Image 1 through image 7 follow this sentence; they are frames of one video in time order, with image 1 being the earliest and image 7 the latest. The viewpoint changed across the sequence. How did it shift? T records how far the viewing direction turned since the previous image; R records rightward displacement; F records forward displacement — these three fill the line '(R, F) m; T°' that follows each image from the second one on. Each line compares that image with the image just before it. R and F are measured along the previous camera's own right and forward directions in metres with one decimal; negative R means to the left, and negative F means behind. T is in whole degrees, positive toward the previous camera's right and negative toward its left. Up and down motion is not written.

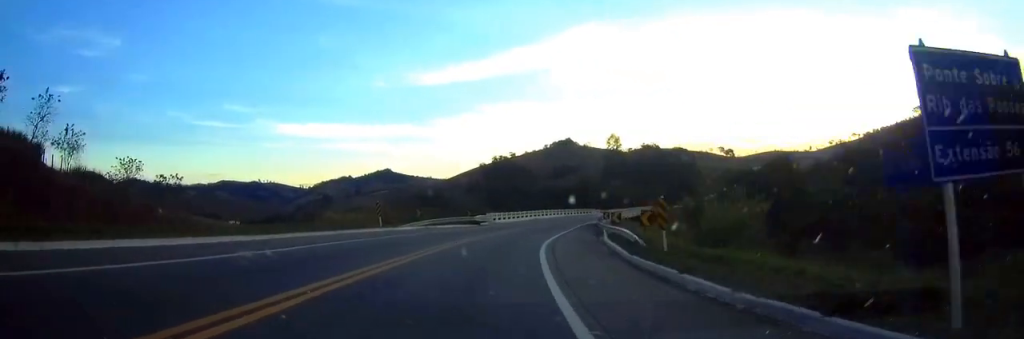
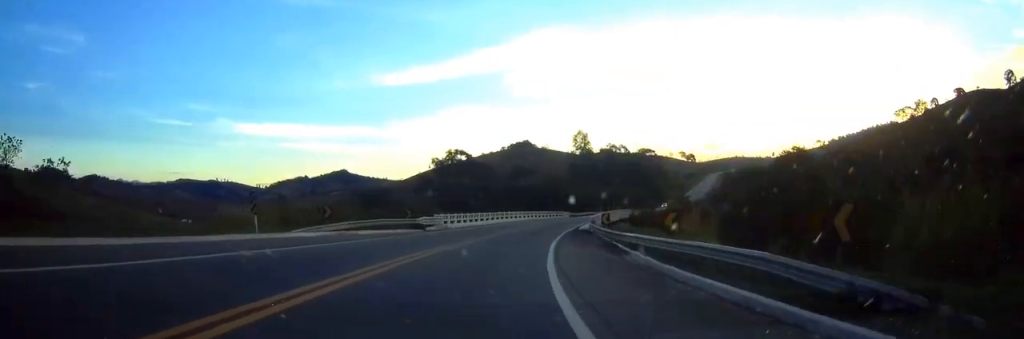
(+0.9, +17.1) m; +4°
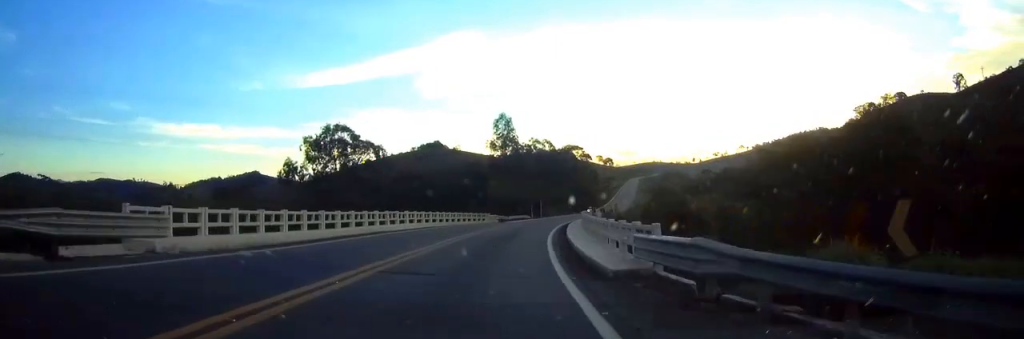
(+2.0, +33.5) m; +7°
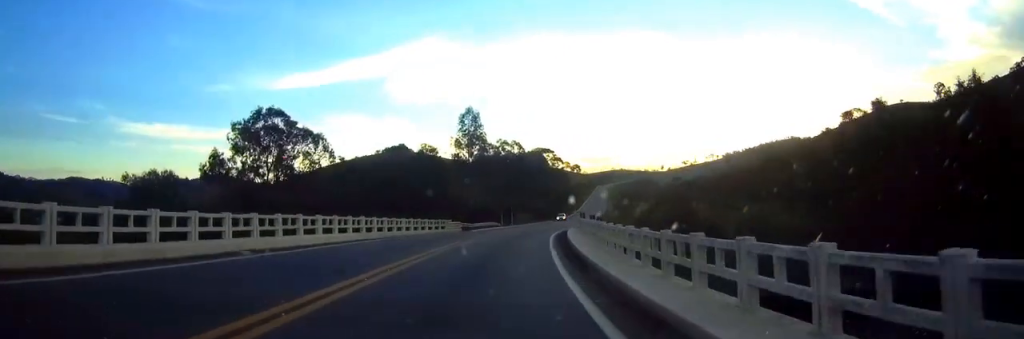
(+0.5, +14.7) m; +3°
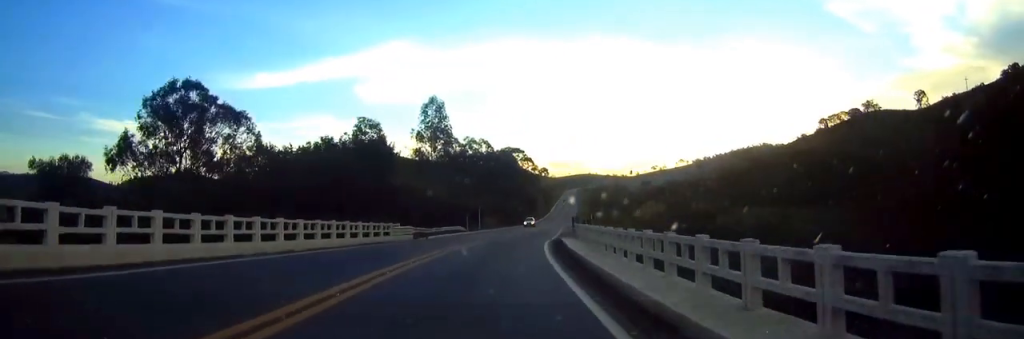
(+0.1, +13.9) m; +3°
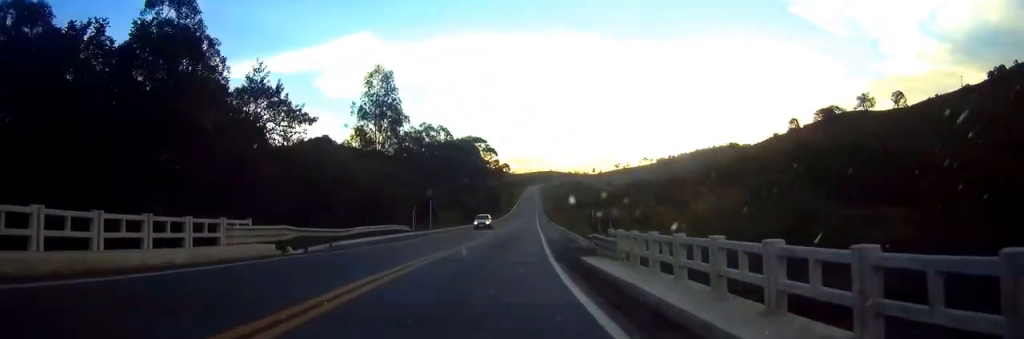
(+0.8, +20.6) m; +3°
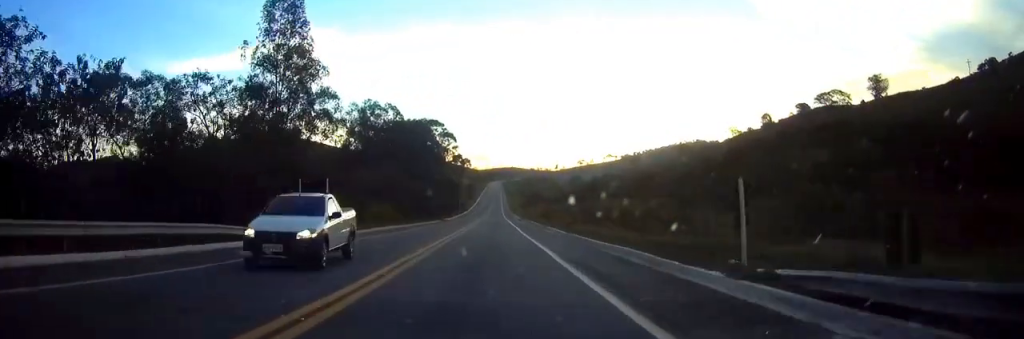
(+1.0, +29.4) m; +3°
